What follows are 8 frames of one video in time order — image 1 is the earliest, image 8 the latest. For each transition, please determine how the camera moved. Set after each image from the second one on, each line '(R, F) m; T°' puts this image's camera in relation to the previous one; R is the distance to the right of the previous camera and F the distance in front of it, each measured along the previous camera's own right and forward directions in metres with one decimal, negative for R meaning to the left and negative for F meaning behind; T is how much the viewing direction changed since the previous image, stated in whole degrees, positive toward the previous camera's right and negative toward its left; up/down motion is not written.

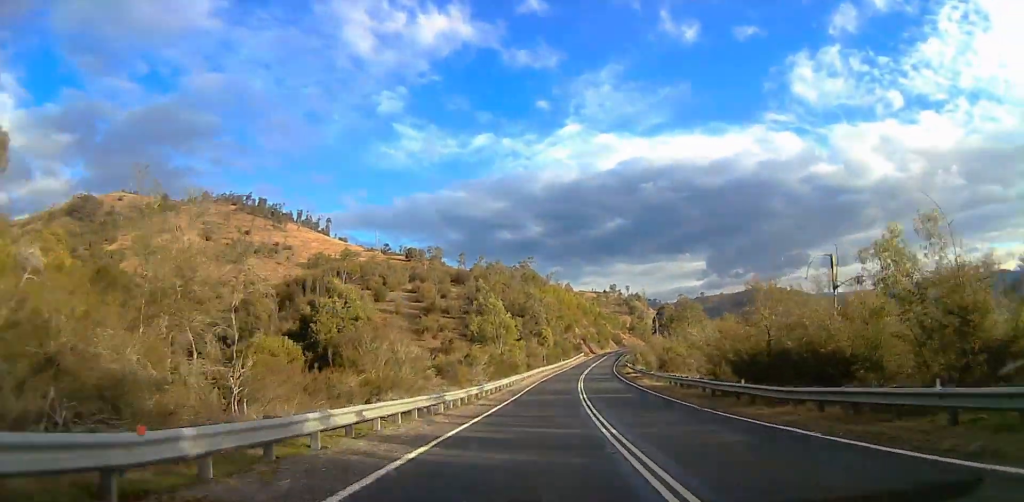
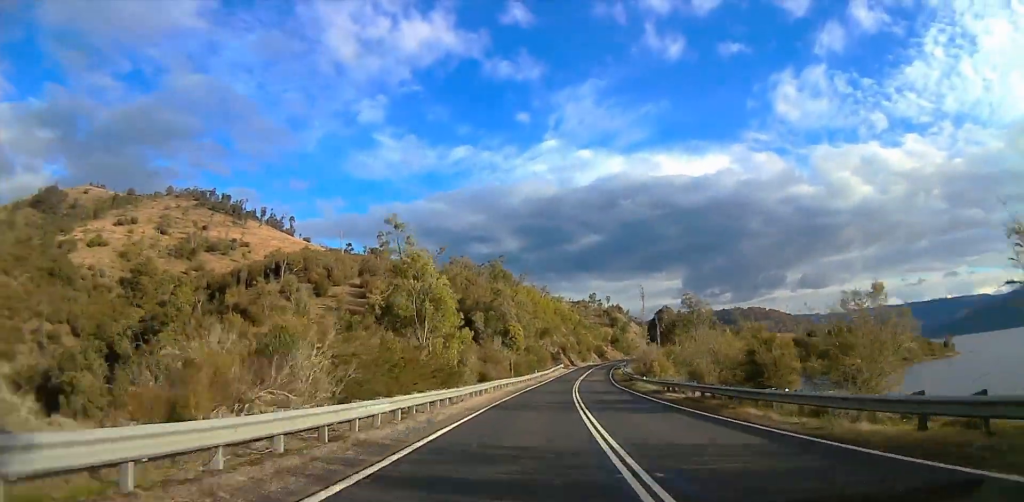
(+0.2, +29.6) m; +3°
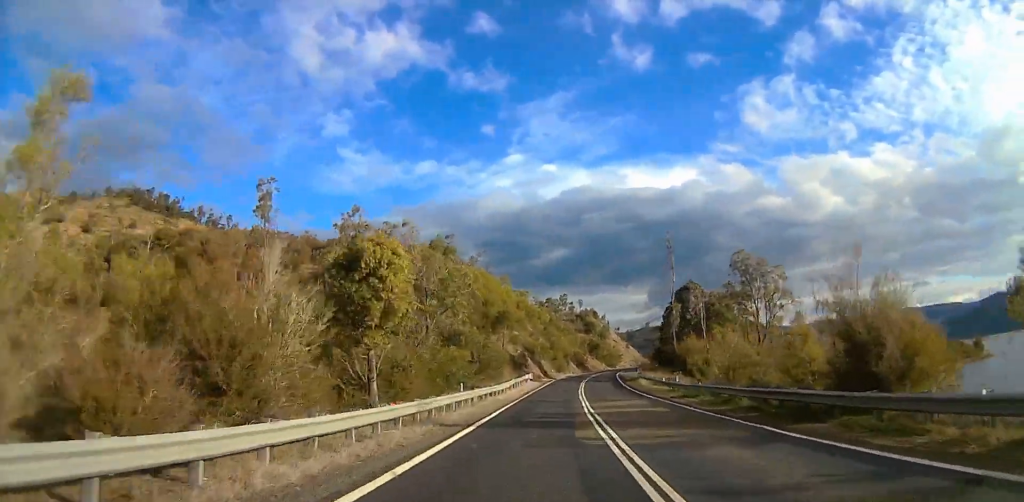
(+2.1, +48.7) m; +3°
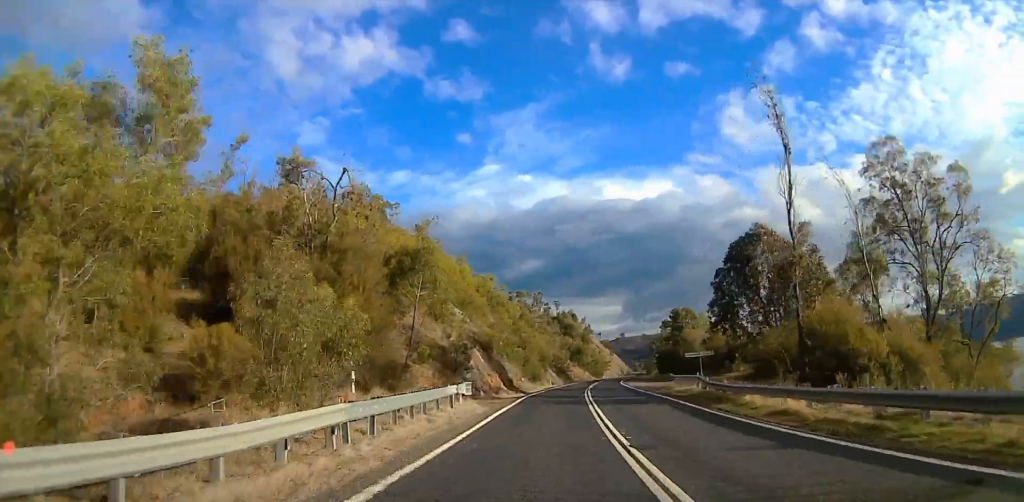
(+0.7, +34.8) m; +4°
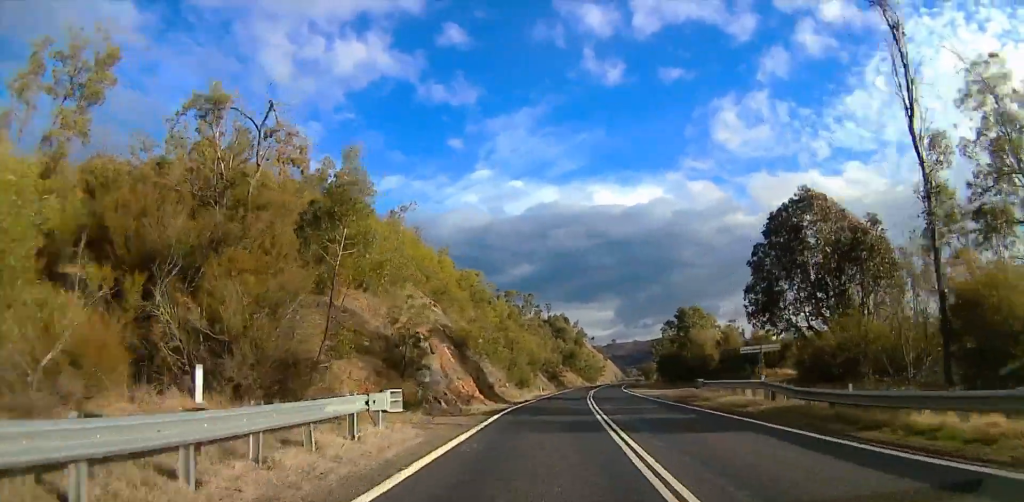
(+0.7, +11.5) m; +1°
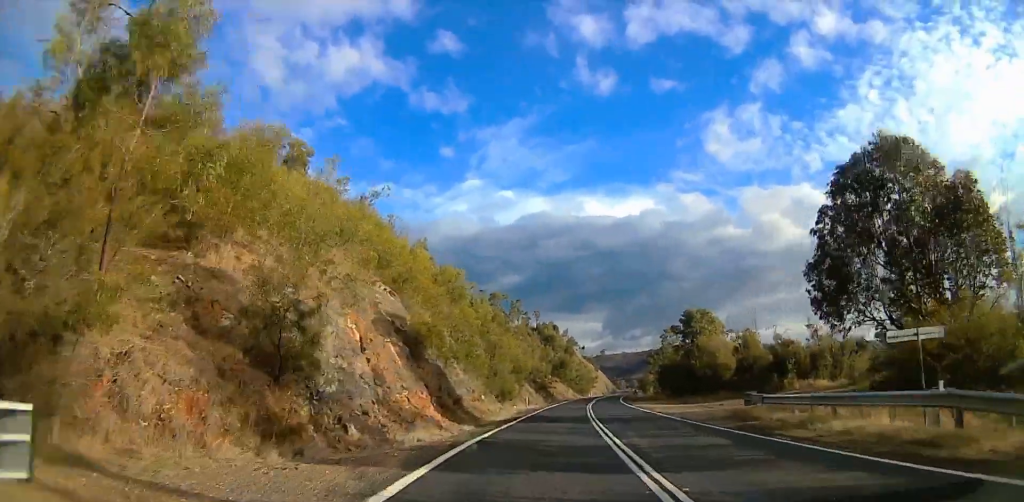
(+0.4, +11.5) m; +1°
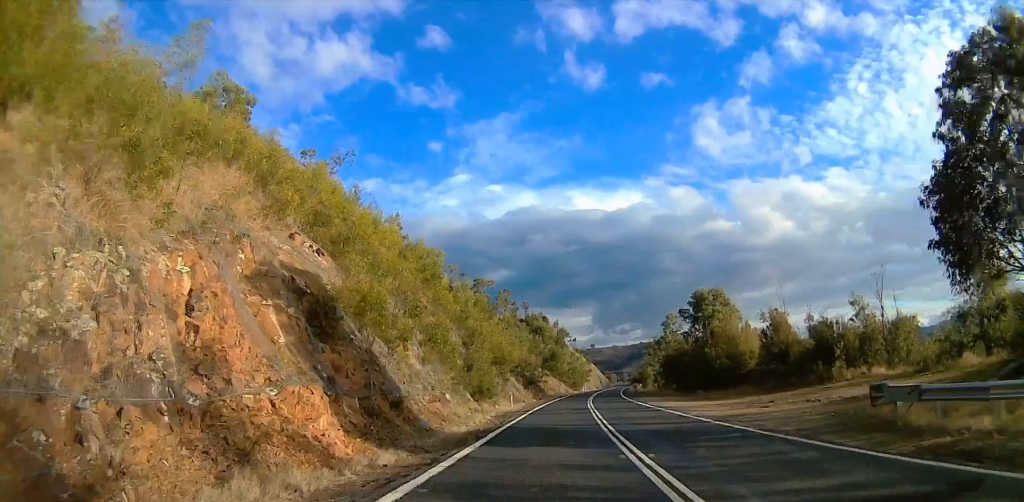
(-0.3, +11.5) m; 0°
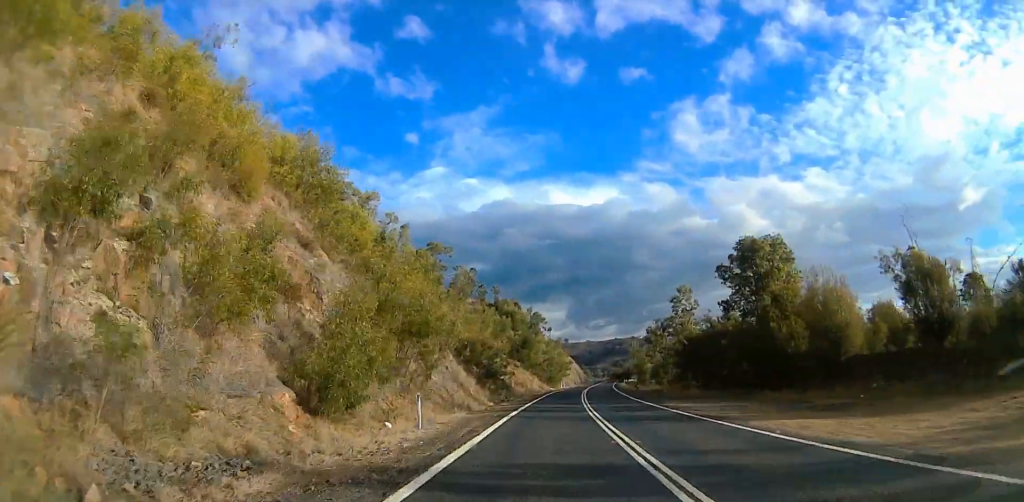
(0.0, +26.0) m; +1°
